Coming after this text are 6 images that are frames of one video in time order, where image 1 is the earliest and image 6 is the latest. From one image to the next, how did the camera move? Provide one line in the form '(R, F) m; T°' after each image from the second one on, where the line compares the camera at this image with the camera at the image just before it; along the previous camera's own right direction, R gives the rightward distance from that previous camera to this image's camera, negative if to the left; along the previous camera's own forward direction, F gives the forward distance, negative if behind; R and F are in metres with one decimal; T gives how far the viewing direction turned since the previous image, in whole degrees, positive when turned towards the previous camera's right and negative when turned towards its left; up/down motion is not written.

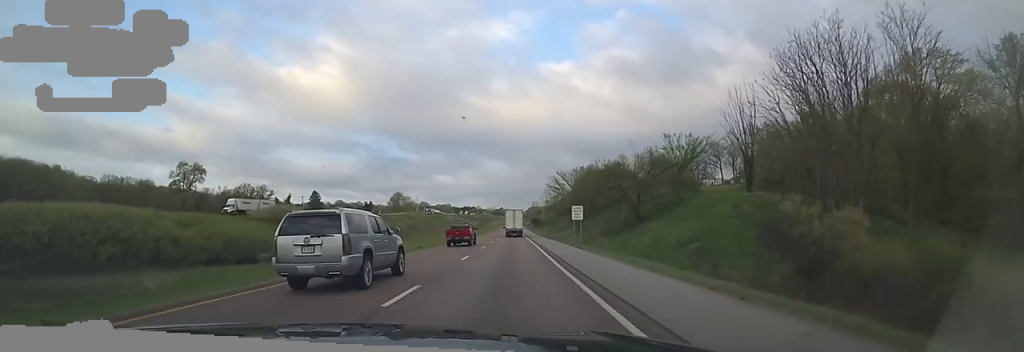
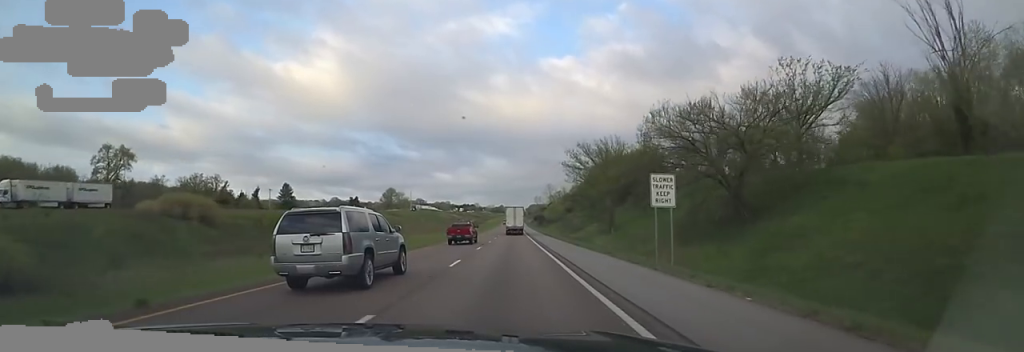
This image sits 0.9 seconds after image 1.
(+0.5, +28.9) m; 0°
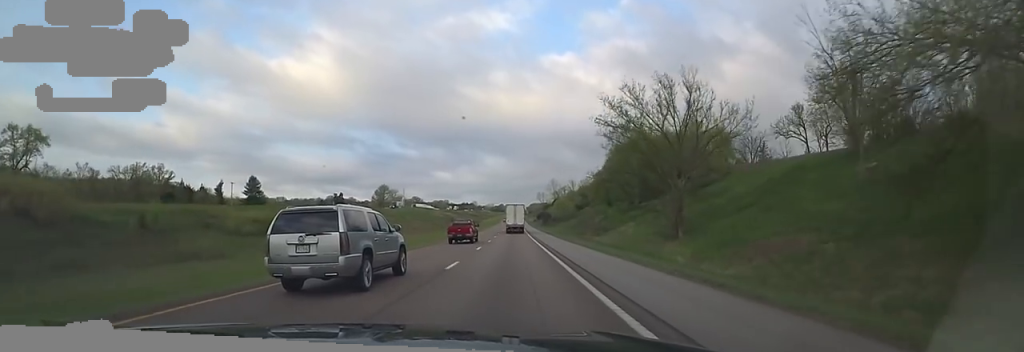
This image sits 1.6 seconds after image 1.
(-0.2, +25.5) m; -1°
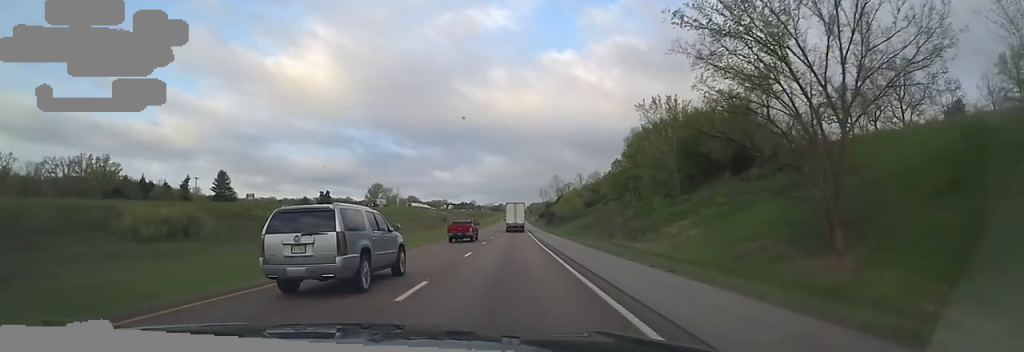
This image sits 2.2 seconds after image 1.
(-0.3, +18.8) m; -1°
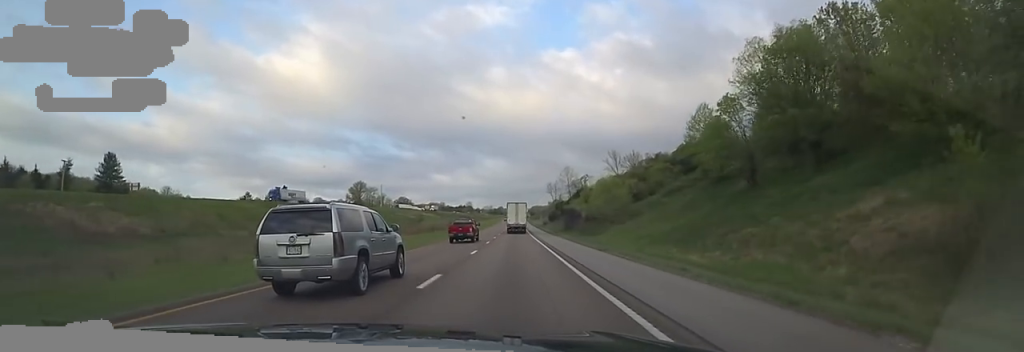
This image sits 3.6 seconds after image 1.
(+0.3, +48.1) m; +1°
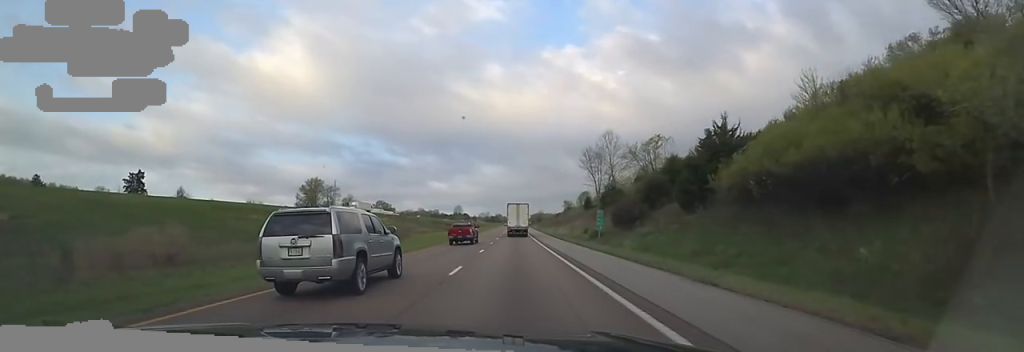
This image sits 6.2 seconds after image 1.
(+1.0, +82.7) m; 0°
